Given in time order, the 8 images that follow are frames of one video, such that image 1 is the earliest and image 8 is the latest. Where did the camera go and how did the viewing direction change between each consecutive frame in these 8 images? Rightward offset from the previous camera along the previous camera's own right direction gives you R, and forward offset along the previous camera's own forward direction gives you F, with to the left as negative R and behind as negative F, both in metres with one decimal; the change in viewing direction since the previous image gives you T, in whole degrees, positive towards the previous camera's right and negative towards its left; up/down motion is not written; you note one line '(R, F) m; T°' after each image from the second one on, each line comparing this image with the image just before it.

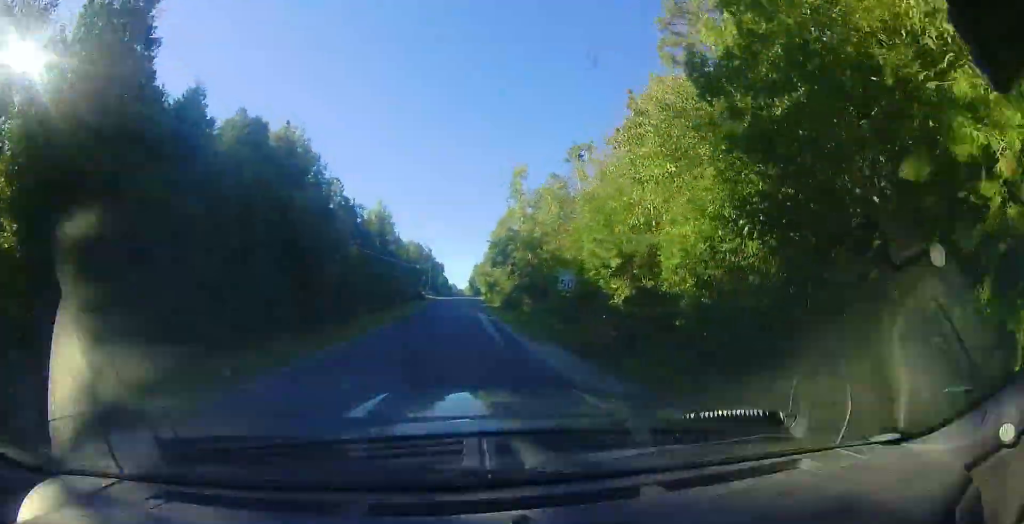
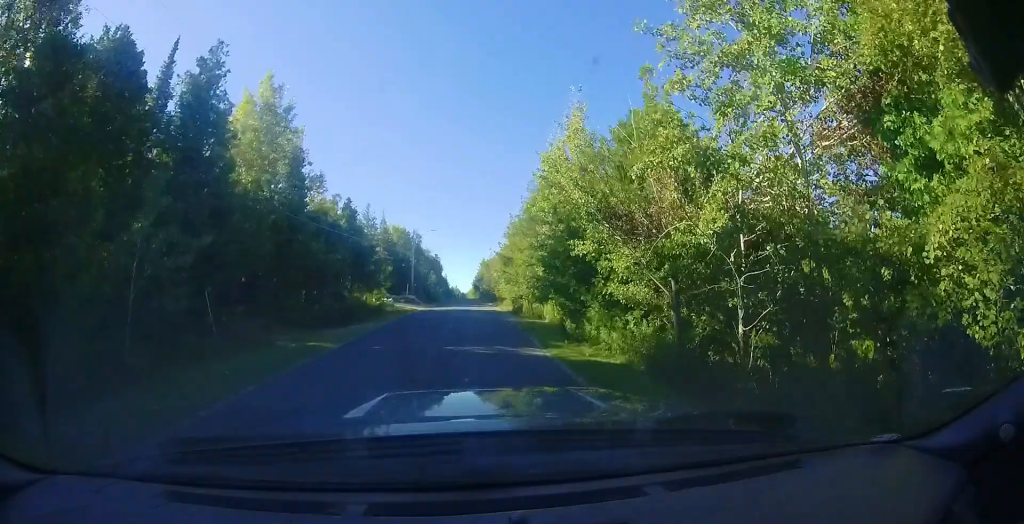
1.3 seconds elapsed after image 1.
(0.0, +17.8) m; 0°
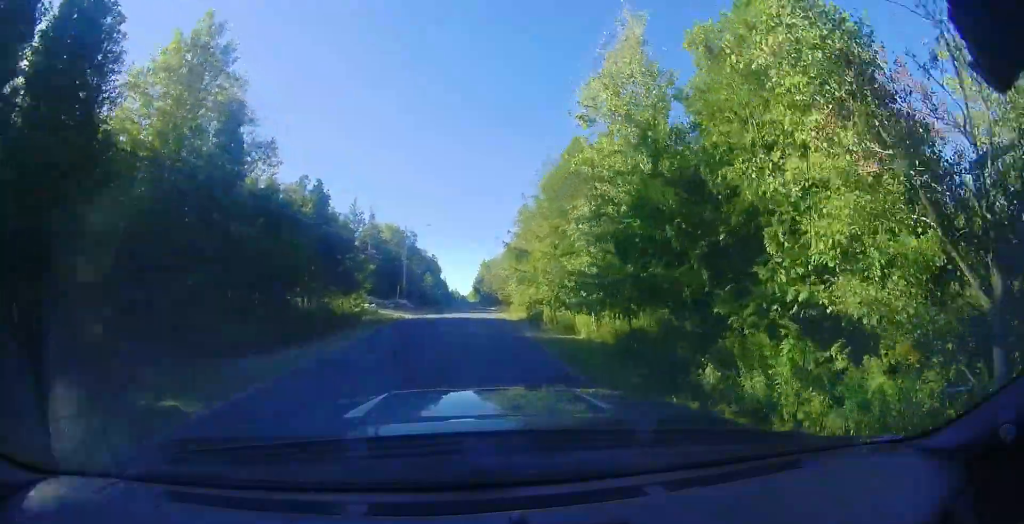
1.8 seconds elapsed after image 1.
(0.0, +6.4) m; 0°
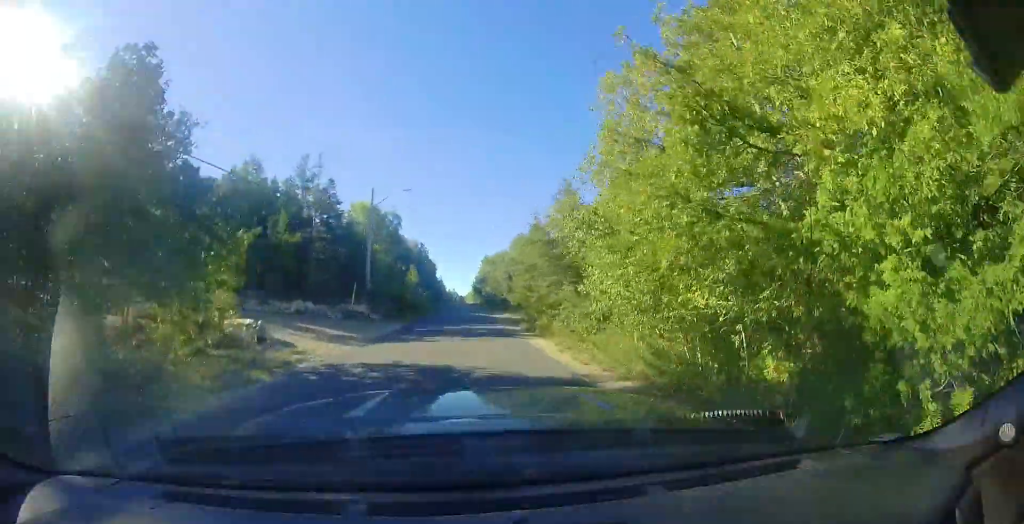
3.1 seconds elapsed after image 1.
(-0.1, +15.3) m; 0°
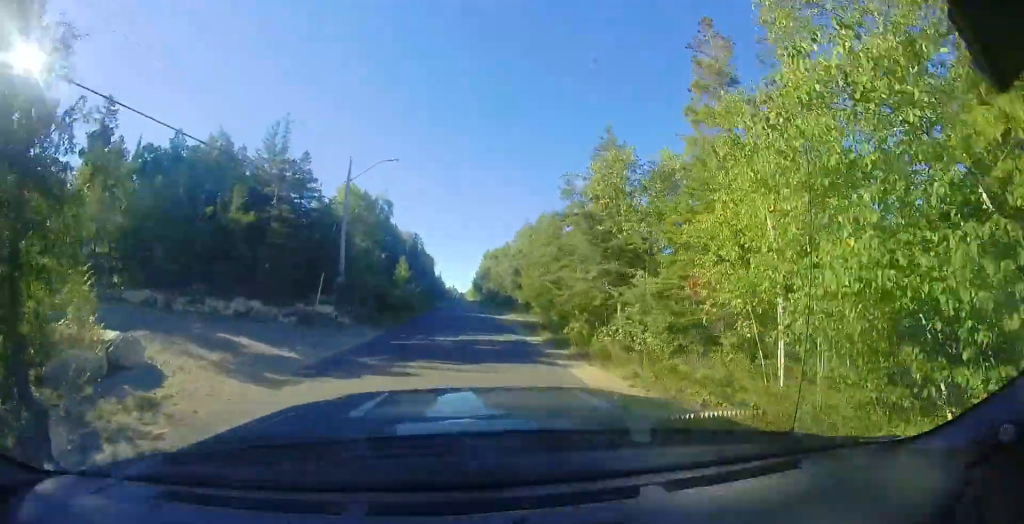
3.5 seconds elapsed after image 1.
(0.0, +5.9) m; +1°
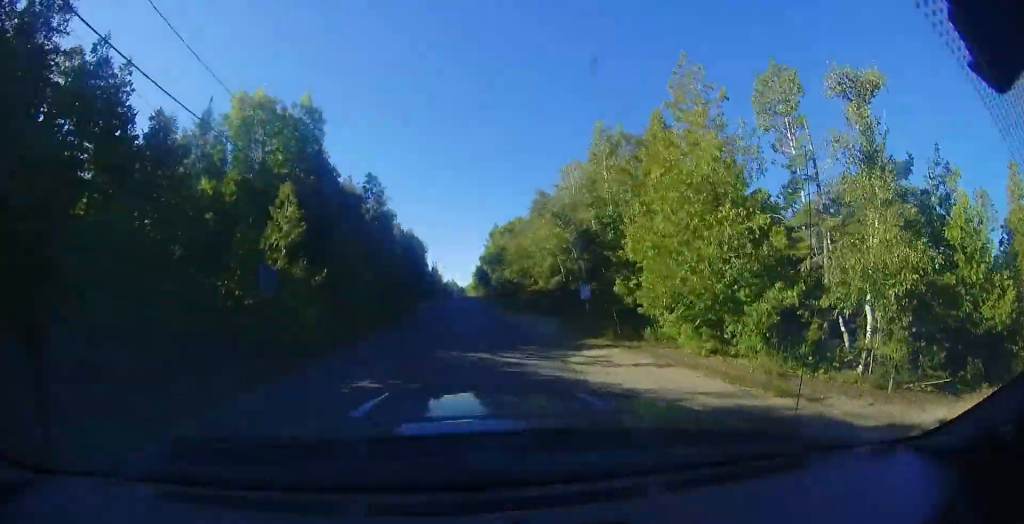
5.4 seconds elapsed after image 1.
(+0.3, +22.8) m; 0°
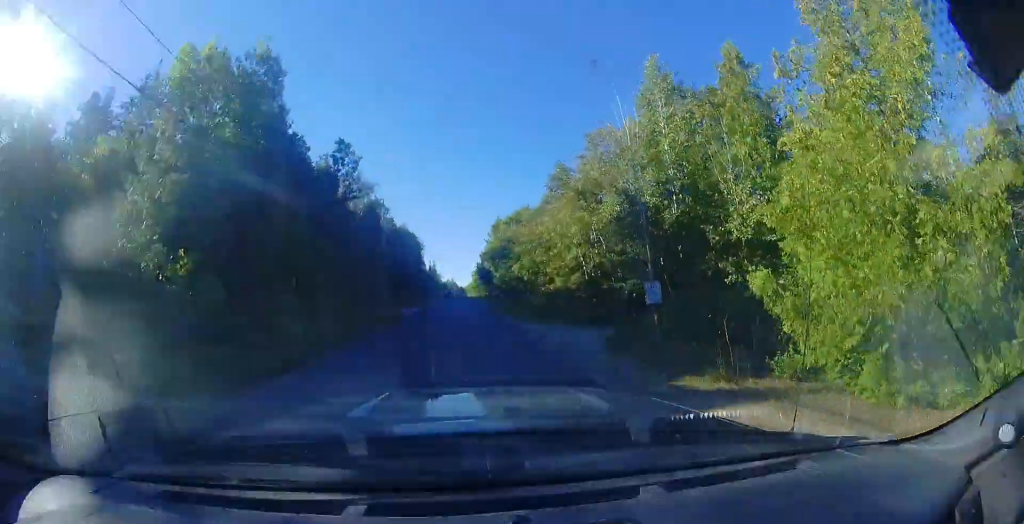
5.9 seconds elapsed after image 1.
(0.0, +6.1) m; -1°
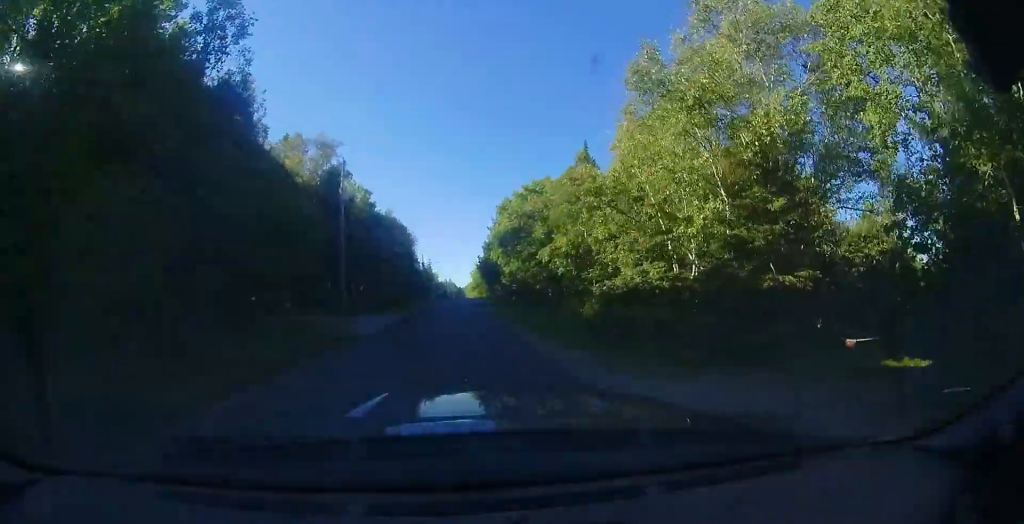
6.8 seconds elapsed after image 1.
(-0.1, +11.6) m; +1°
